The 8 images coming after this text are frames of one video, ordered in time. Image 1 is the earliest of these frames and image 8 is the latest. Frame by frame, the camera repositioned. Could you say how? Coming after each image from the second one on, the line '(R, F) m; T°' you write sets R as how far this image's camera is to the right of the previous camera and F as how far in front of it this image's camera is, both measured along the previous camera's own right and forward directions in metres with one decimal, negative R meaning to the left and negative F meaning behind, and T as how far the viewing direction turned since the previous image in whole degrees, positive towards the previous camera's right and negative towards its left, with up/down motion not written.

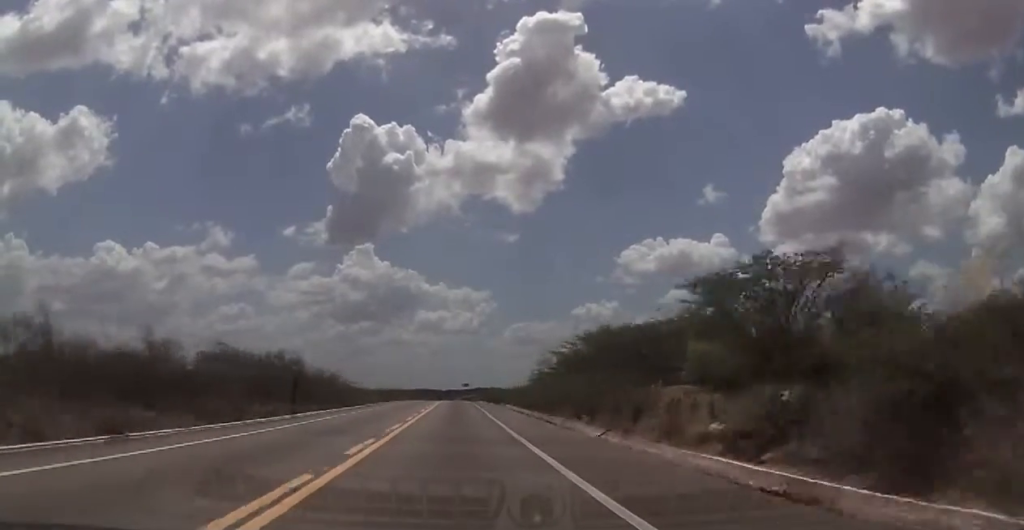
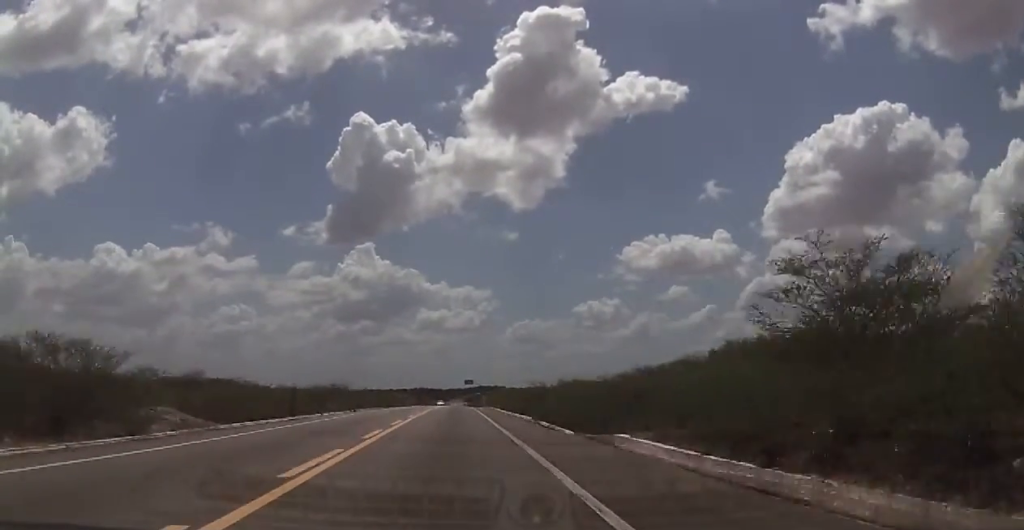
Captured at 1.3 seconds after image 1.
(+0.1, +54.7) m; 0°
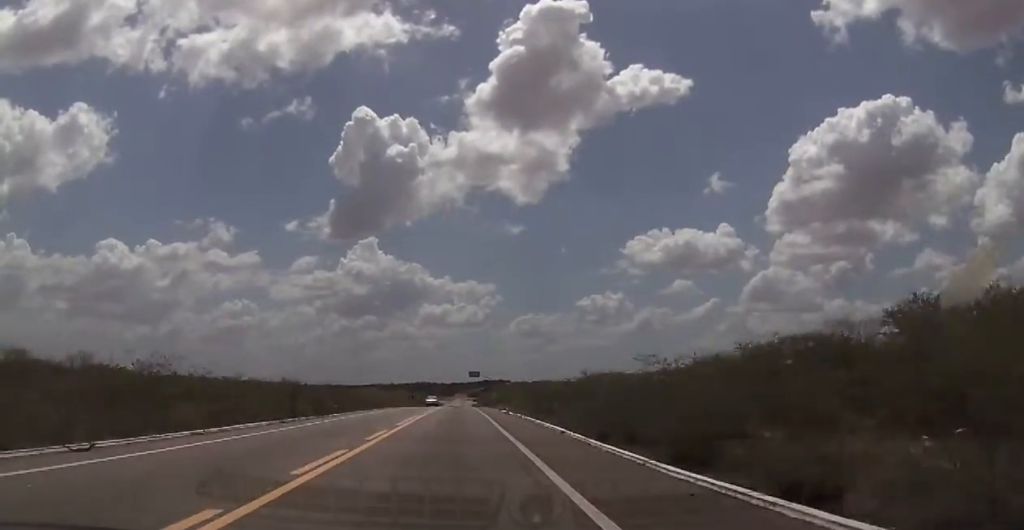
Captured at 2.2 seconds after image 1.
(0.0, +36.4) m; 0°
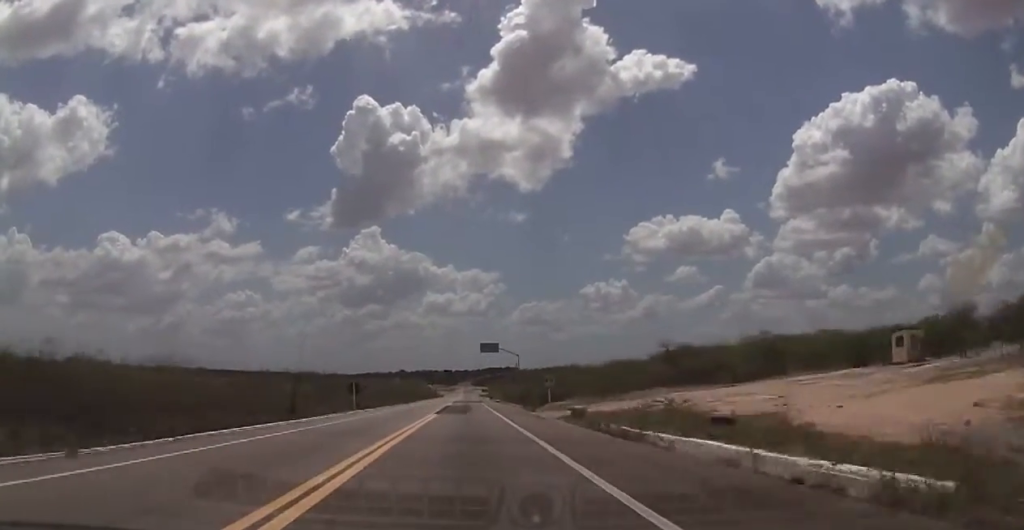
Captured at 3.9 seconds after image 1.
(-0.1, +67.5) m; 0°
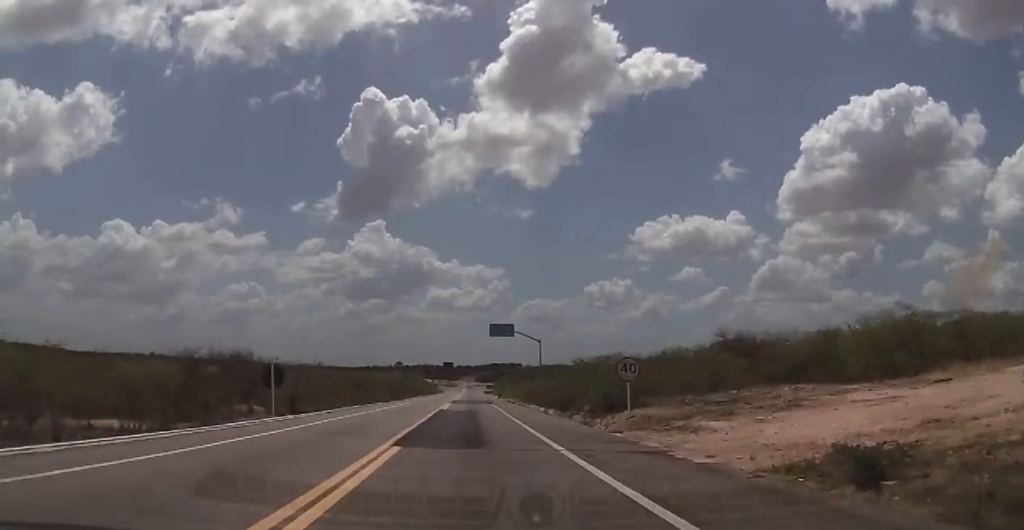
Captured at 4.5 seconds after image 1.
(-0.1, +23.6) m; 0°
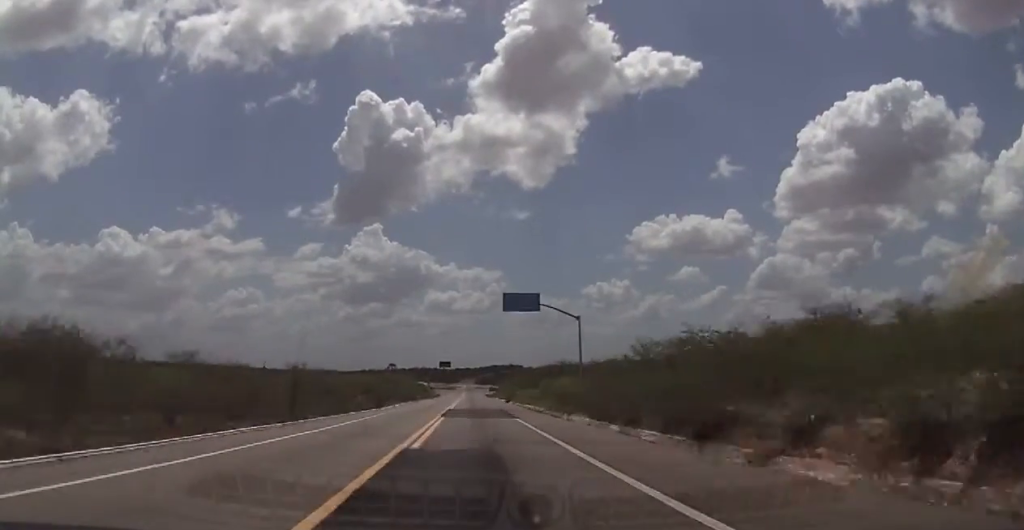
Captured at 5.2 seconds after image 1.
(0.0, +24.6) m; 0°
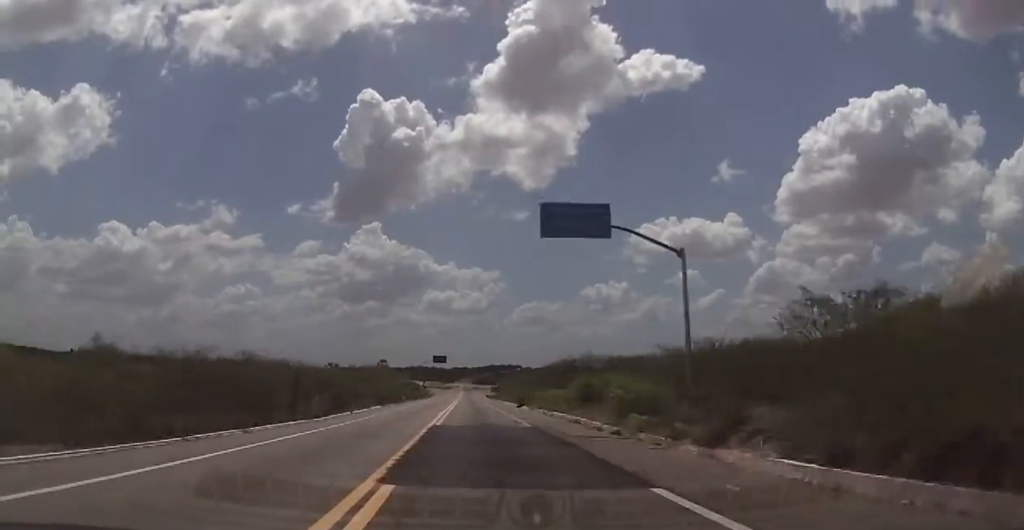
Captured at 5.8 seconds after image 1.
(0.0, +23.2) m; 0°
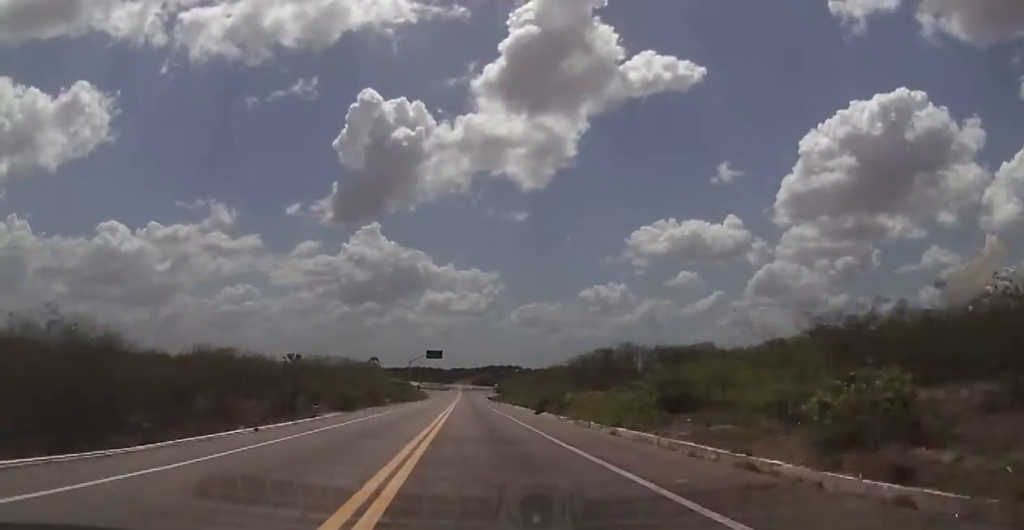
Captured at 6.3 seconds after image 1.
(0.0, +19.3) m; 0°
